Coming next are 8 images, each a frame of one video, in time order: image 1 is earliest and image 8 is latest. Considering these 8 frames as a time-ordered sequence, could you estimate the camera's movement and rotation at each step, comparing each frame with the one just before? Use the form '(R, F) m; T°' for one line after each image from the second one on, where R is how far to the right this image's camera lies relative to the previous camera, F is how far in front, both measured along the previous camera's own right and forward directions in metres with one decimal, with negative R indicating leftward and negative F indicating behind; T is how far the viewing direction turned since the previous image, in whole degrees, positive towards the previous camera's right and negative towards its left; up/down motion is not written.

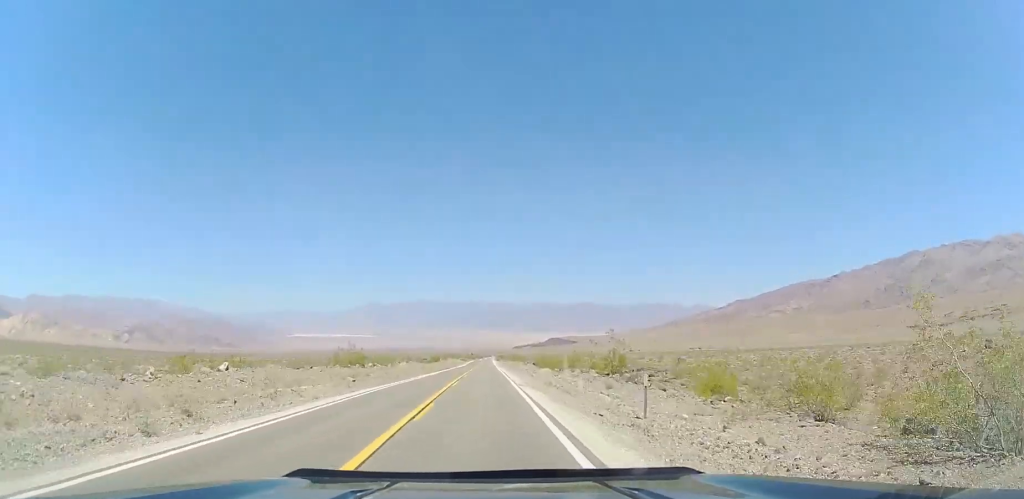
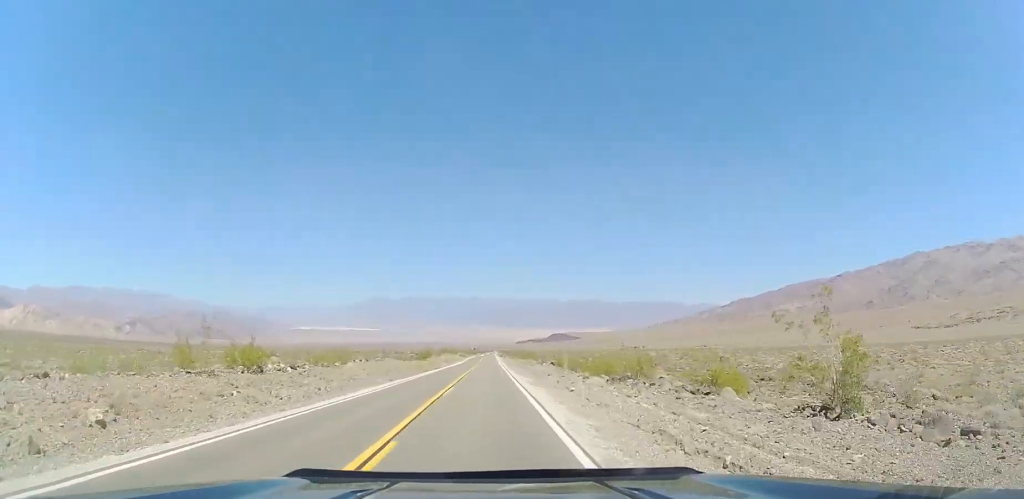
(0.0, +21.7) m; 0°
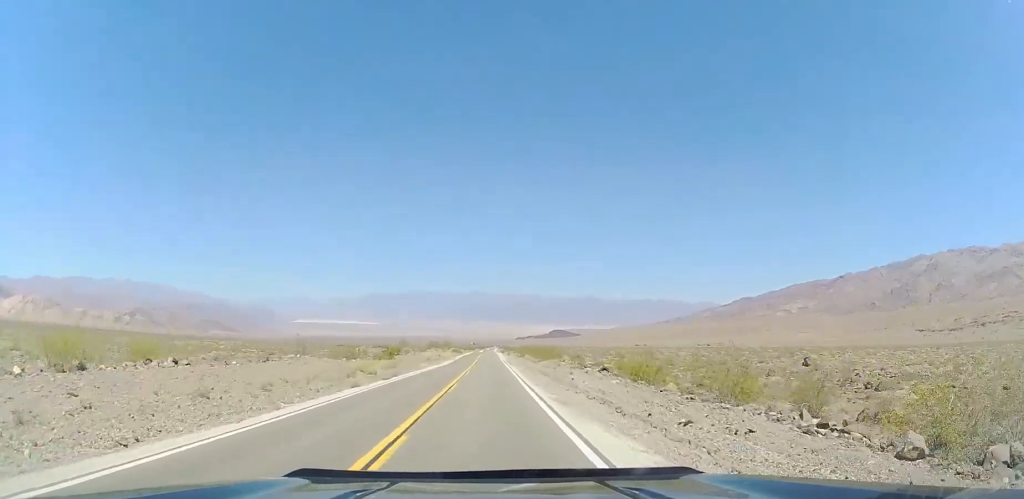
(-0.3, +28.8) m; 0°
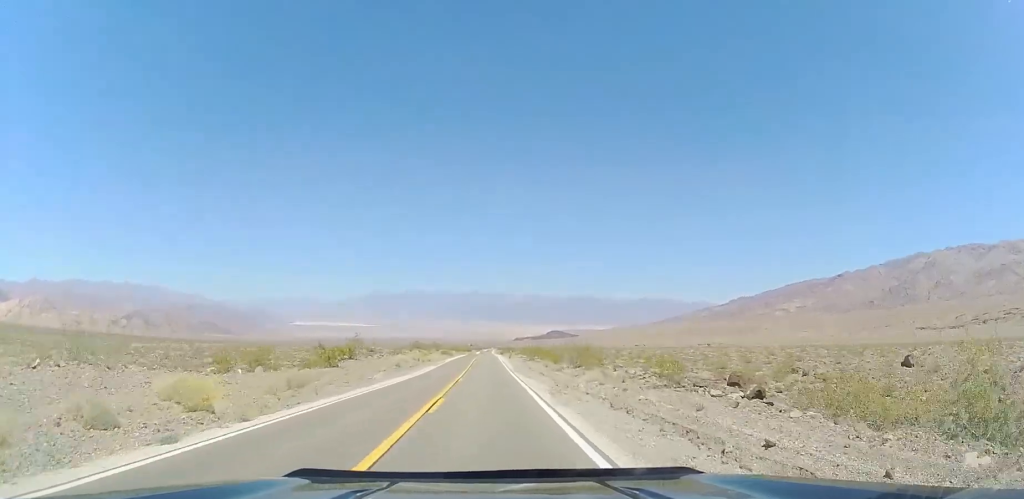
(+0.2, +21.2) m; +1°
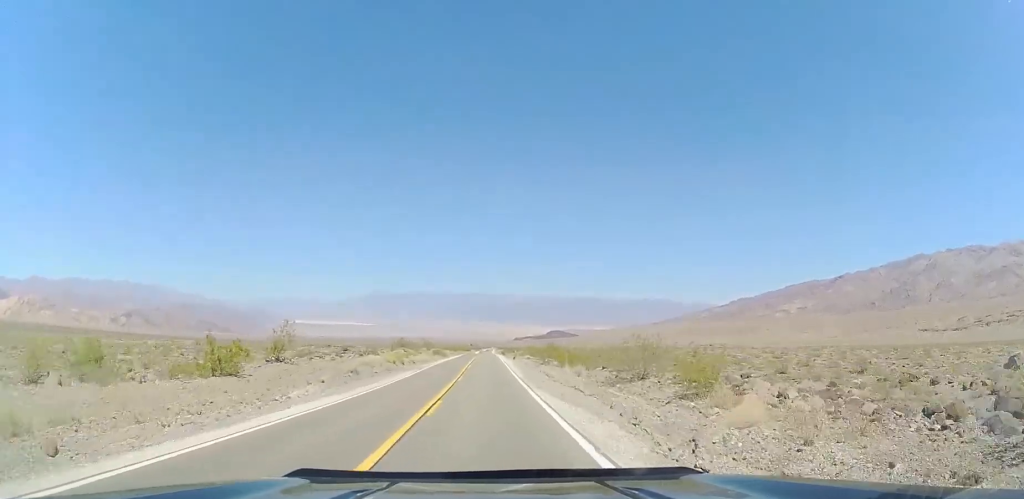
(+0.1, +15.1) m; 0°
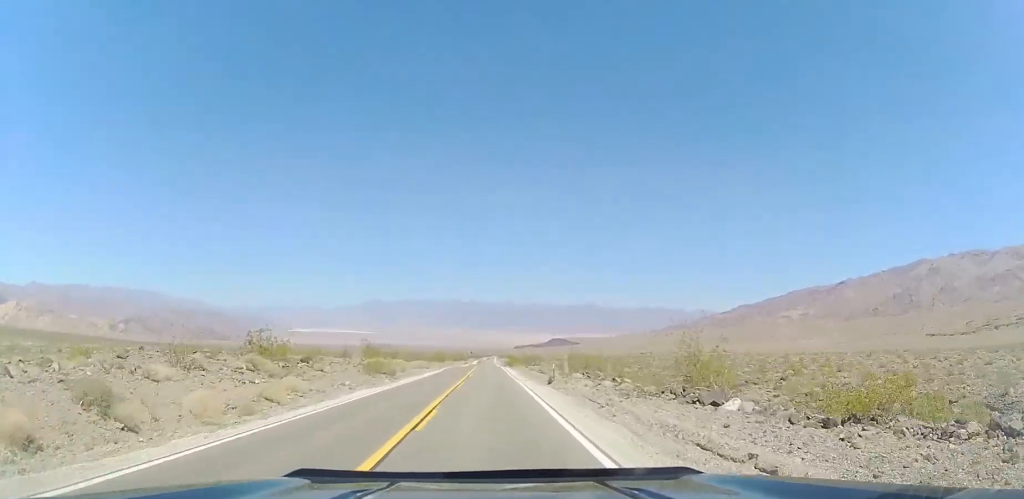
(0.0, +46.5) m; 0°
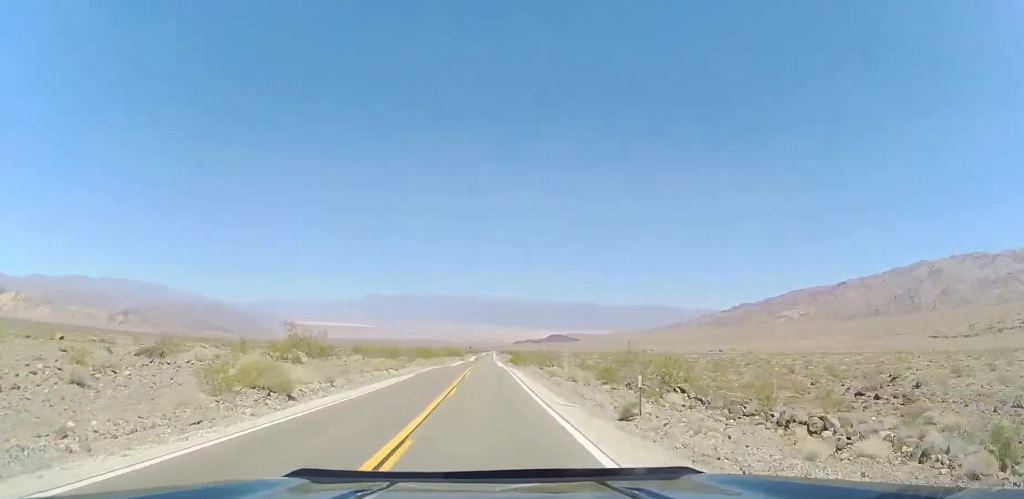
(0.0, +20.2) m; 0°
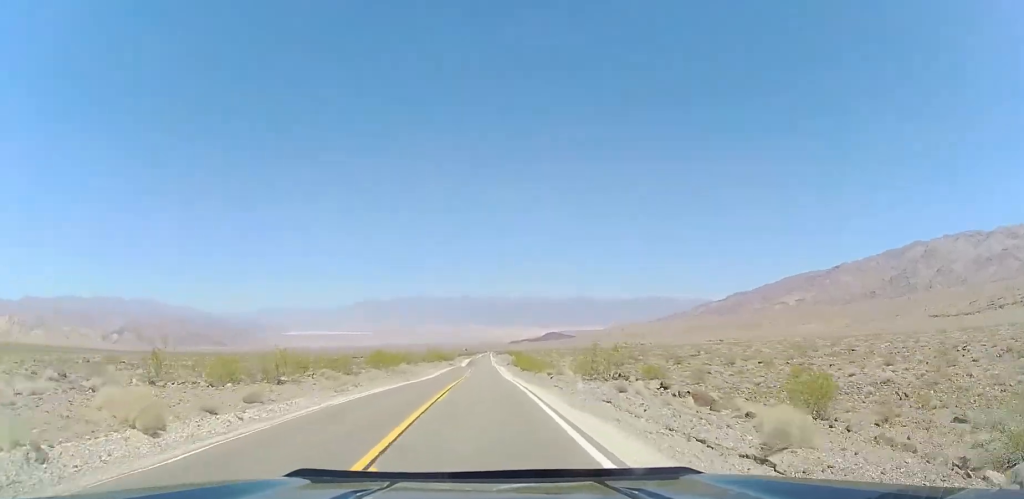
(-0.1, +31.7) m; 0°
